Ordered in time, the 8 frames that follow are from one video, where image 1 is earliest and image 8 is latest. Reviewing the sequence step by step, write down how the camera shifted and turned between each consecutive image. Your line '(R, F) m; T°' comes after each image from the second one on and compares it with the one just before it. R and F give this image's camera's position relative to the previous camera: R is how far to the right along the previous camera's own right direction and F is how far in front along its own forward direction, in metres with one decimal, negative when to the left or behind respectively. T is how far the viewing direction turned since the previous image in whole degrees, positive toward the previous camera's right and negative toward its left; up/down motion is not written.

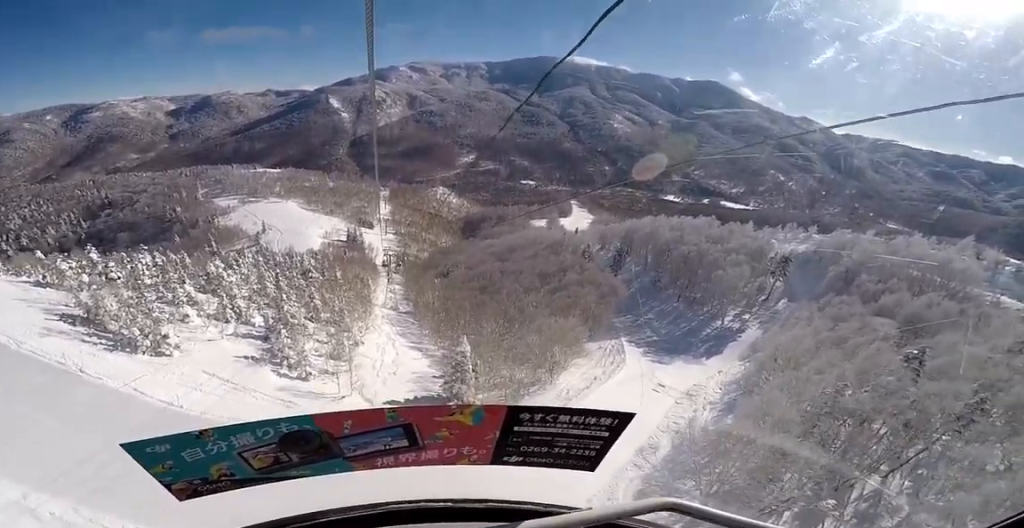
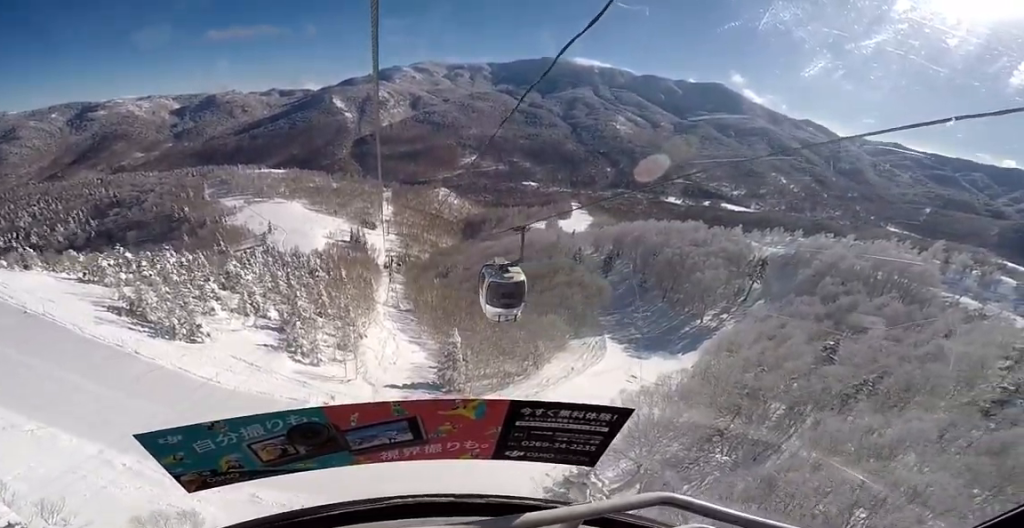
(0.0, +7.3) m; 0°
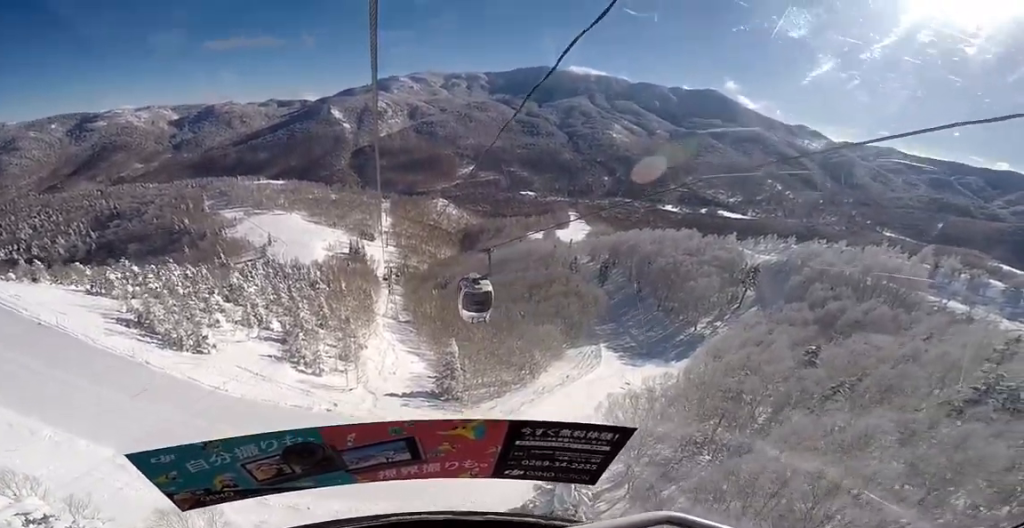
(0.0, +2.0) m; 0°
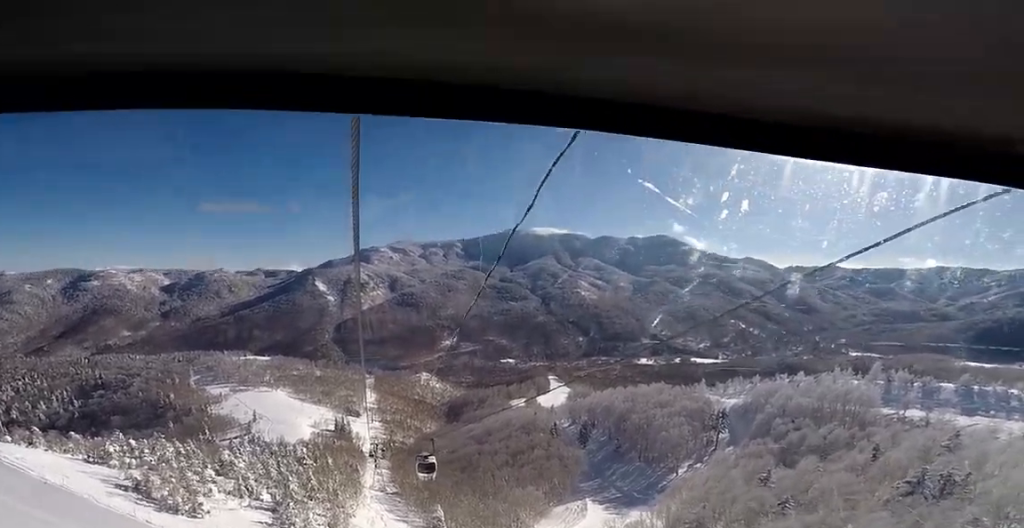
(0.0, +6.1) m; 0°
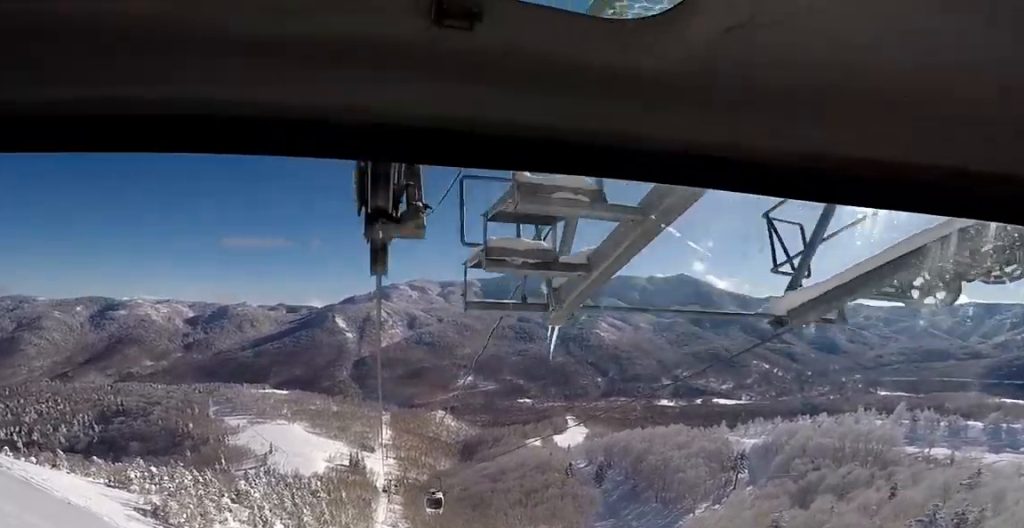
(0.0, +1.8) m; 0°
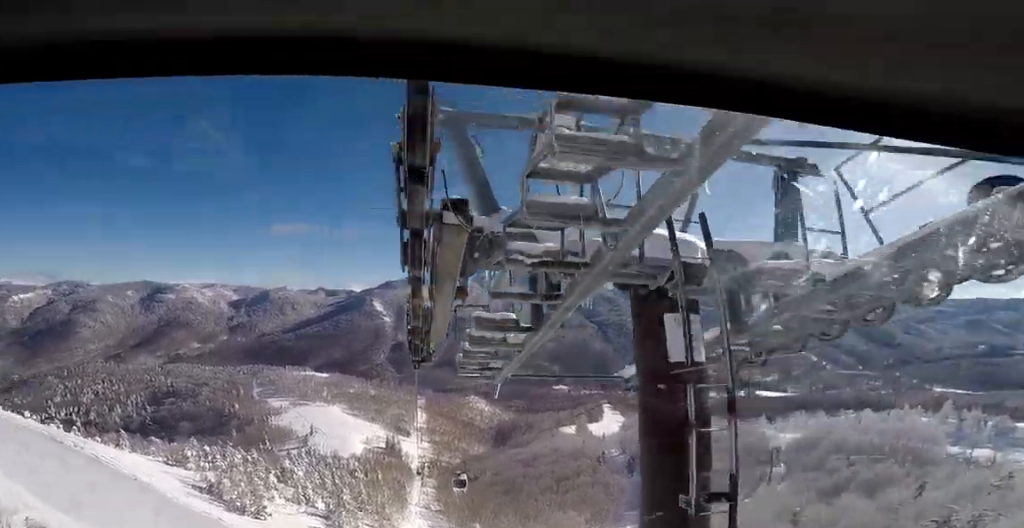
(0.0, +3.0) m; 0°
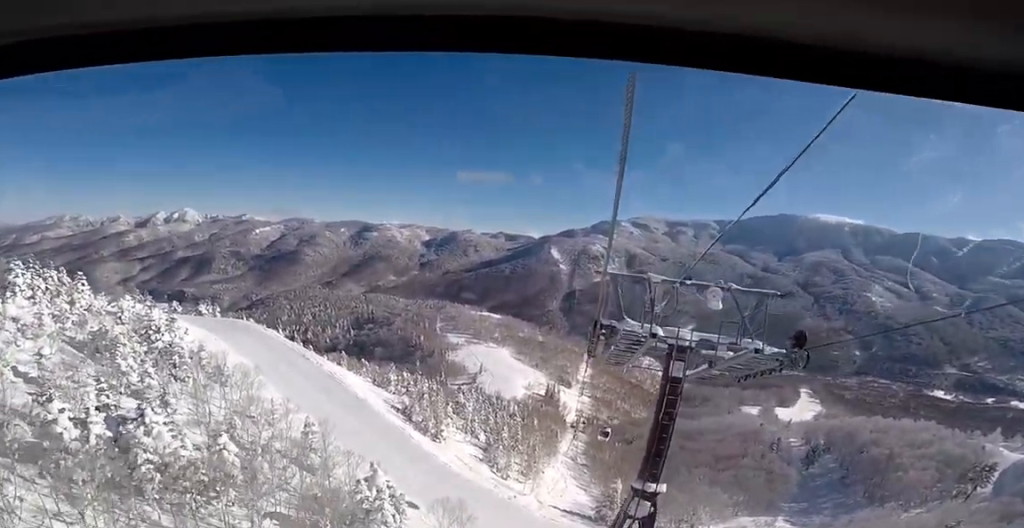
(0.0, +7.2) m; 0°
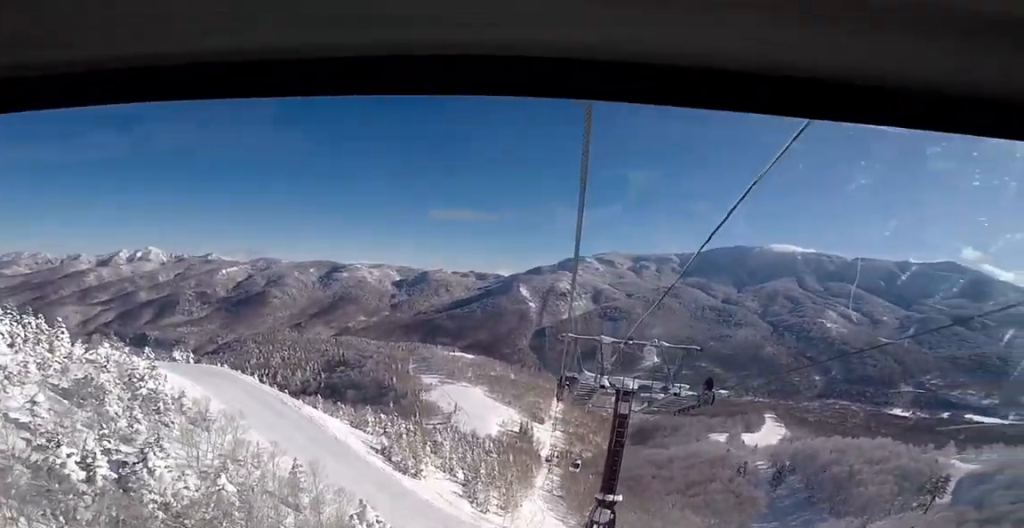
(0.0, +3.0) m; 0°
